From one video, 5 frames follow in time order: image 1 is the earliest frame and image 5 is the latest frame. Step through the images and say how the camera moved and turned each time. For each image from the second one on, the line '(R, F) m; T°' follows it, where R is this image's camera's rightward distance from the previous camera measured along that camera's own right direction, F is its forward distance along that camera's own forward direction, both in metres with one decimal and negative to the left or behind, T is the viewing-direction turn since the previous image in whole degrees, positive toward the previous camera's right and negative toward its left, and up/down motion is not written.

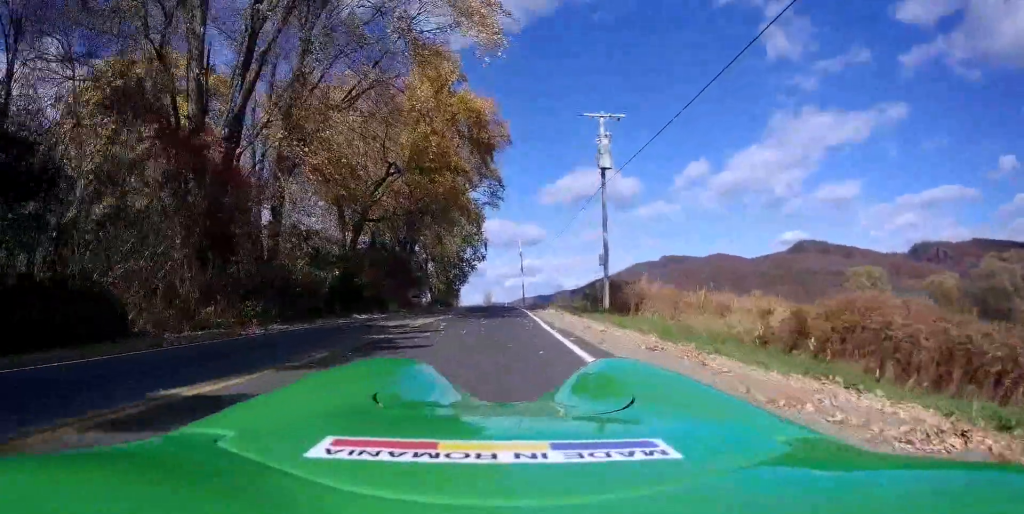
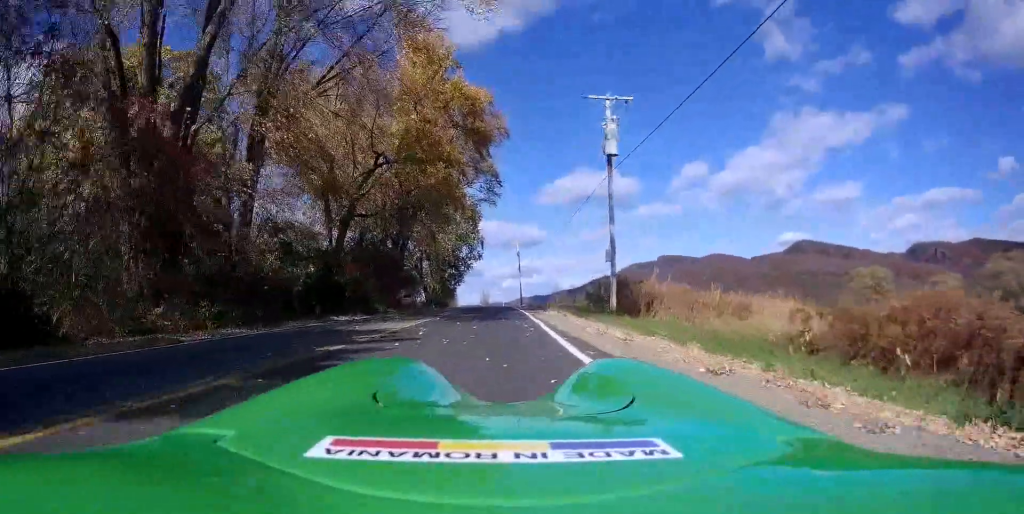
(0.0, +2.7) m; 0°
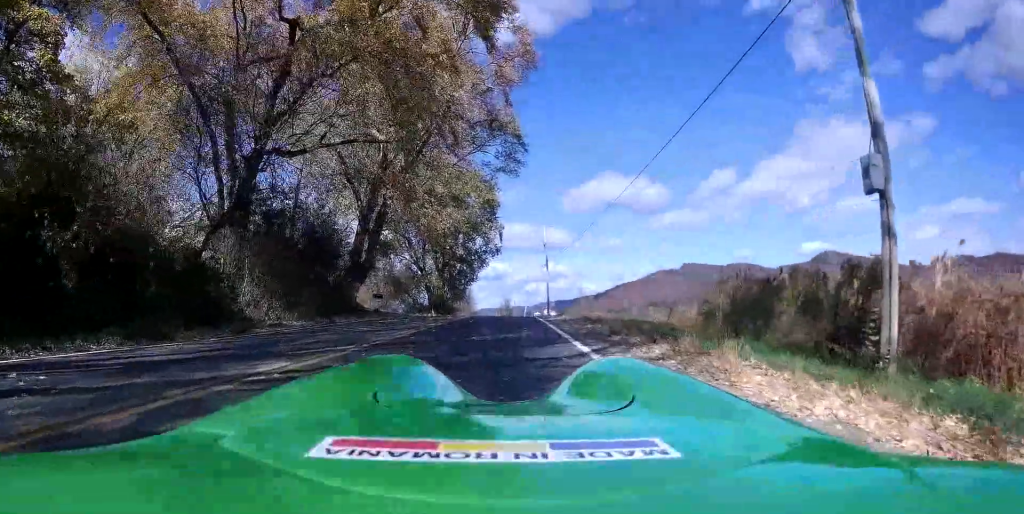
(+0.8, +19.2) m; 0°
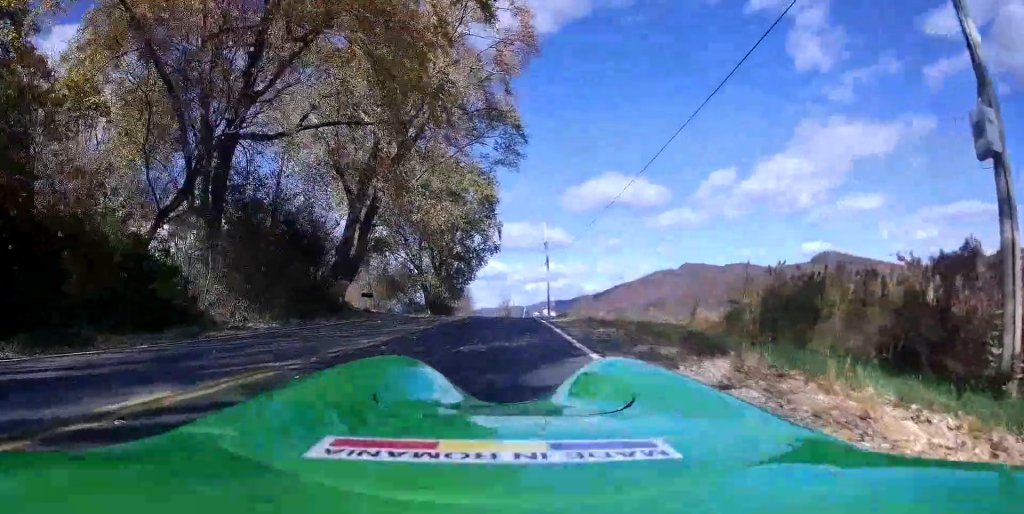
(0.0, +2.5) m; -1°
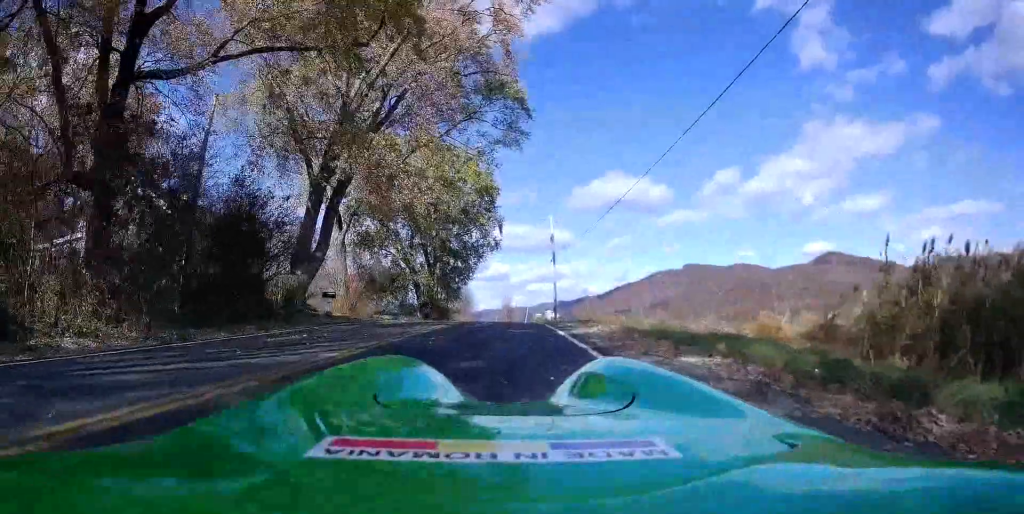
(-0.6, +7.5) m; -3°
